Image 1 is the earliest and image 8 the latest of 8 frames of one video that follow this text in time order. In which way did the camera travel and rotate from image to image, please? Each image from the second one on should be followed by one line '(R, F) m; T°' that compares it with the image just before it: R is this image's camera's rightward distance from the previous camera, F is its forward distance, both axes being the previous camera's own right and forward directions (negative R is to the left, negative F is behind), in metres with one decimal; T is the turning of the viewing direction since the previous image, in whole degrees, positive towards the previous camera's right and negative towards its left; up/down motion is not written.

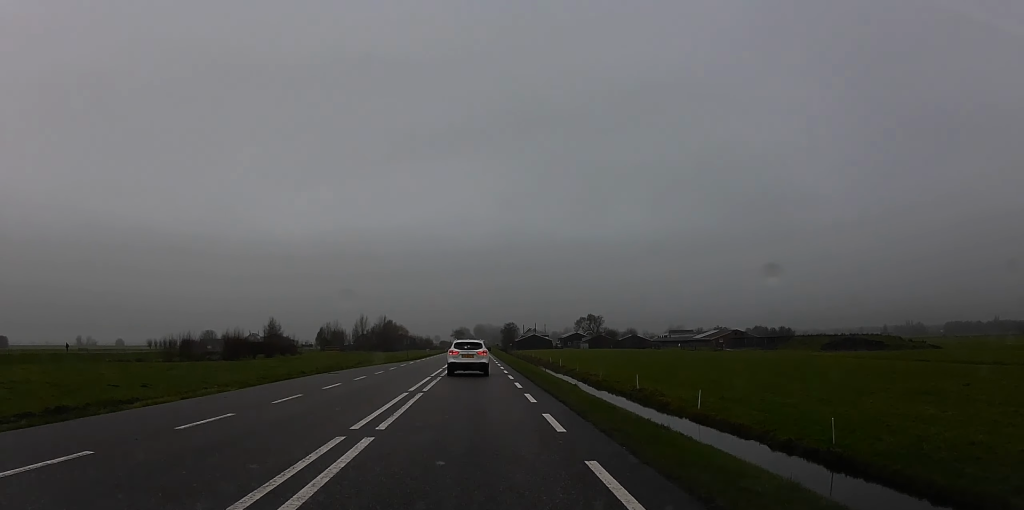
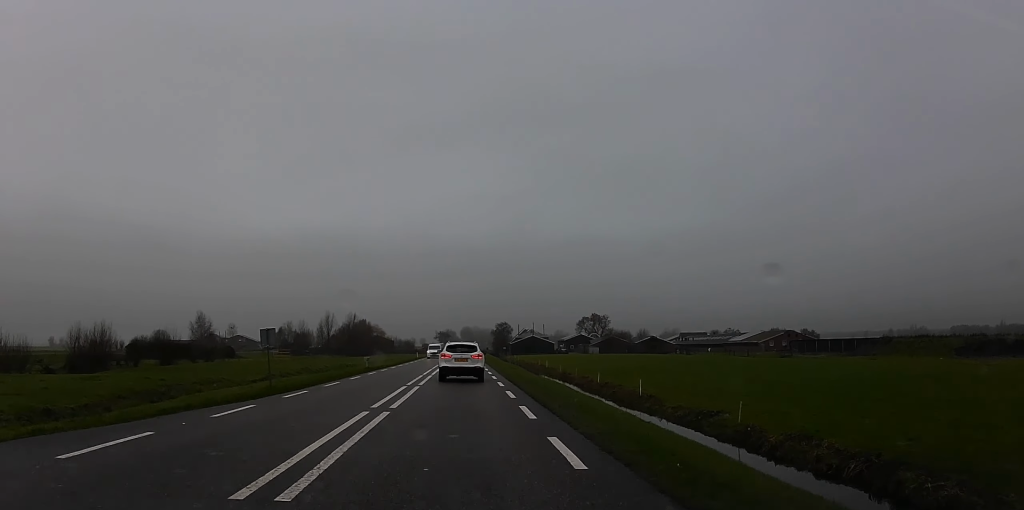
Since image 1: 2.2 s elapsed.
(+2.1, +45.4) m; +3°
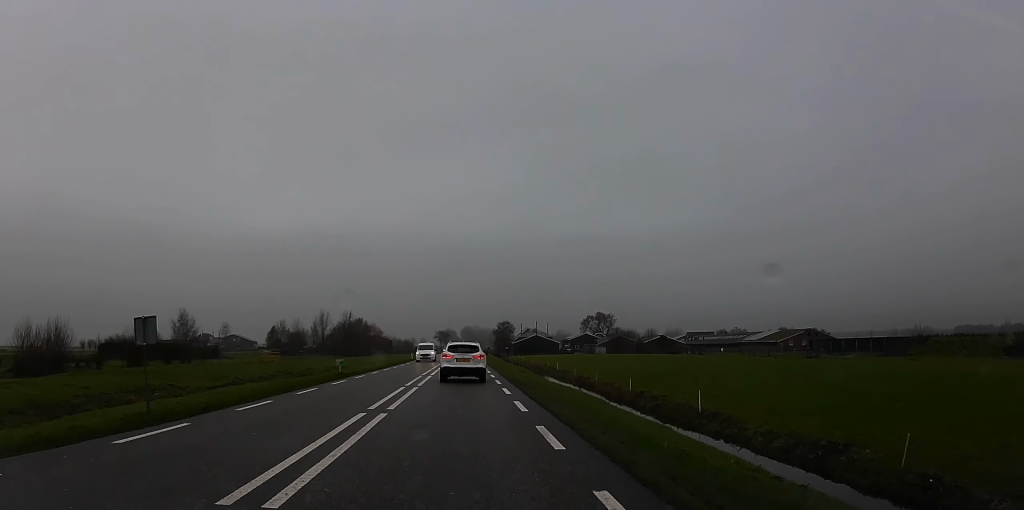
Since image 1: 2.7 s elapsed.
(+0.1, +9.9) m; -1°
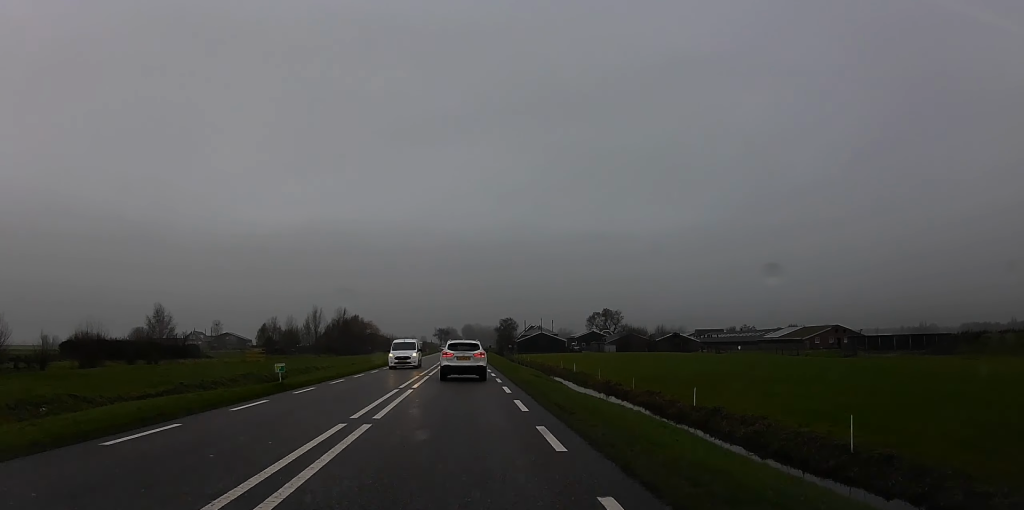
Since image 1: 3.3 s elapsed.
(-0.5, +12.4) m; -1°
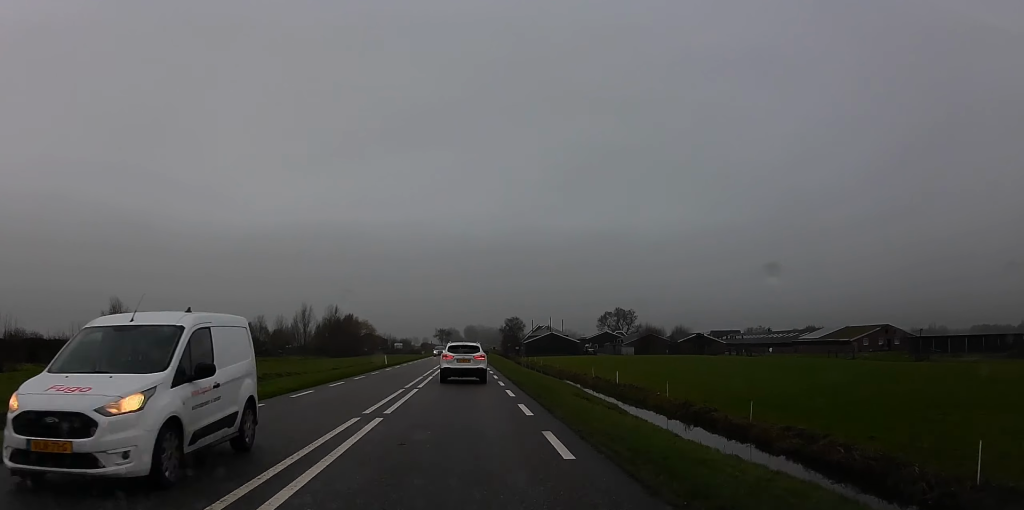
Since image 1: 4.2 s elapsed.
(+0.1, +19.0) m; -1°
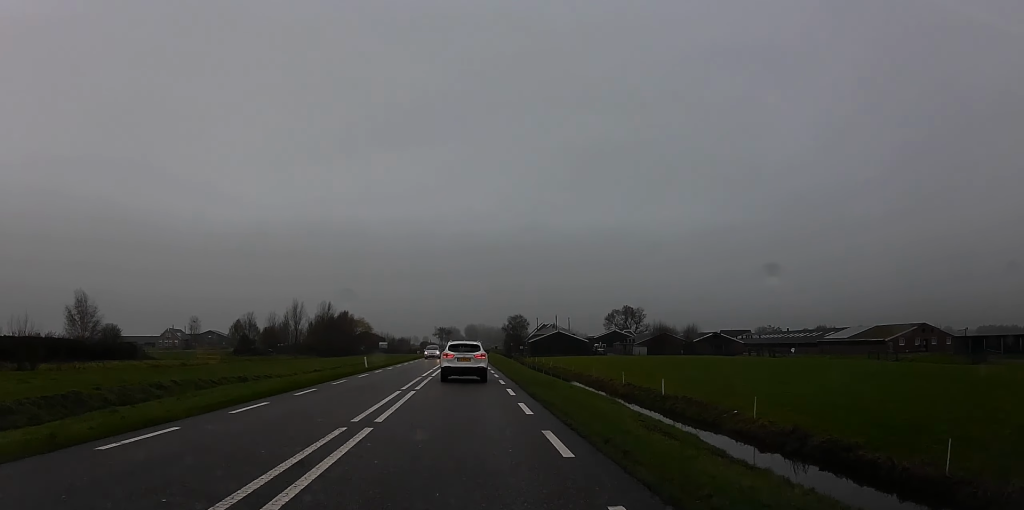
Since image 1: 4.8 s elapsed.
(0.0, +11.5) m; 0°
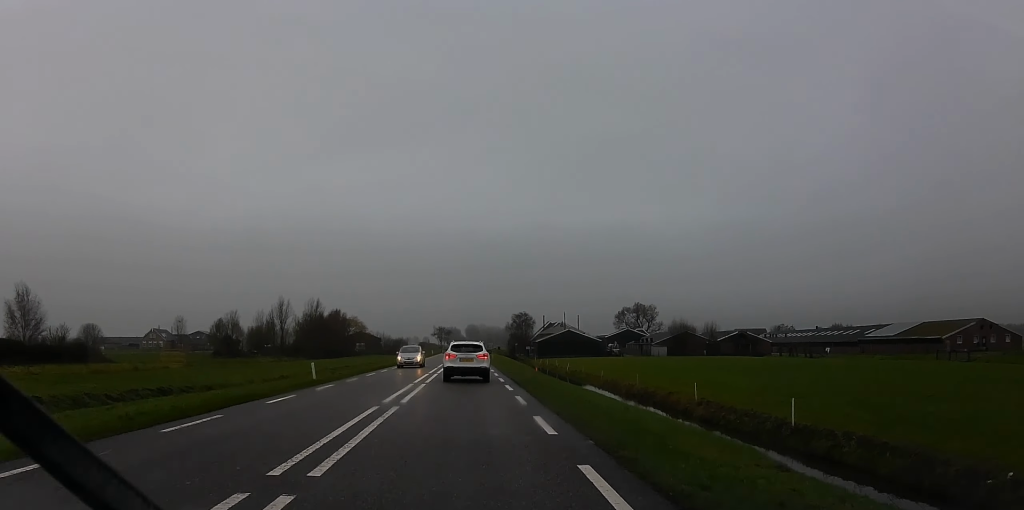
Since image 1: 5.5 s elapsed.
(-0.5, +15.6) m; 0°
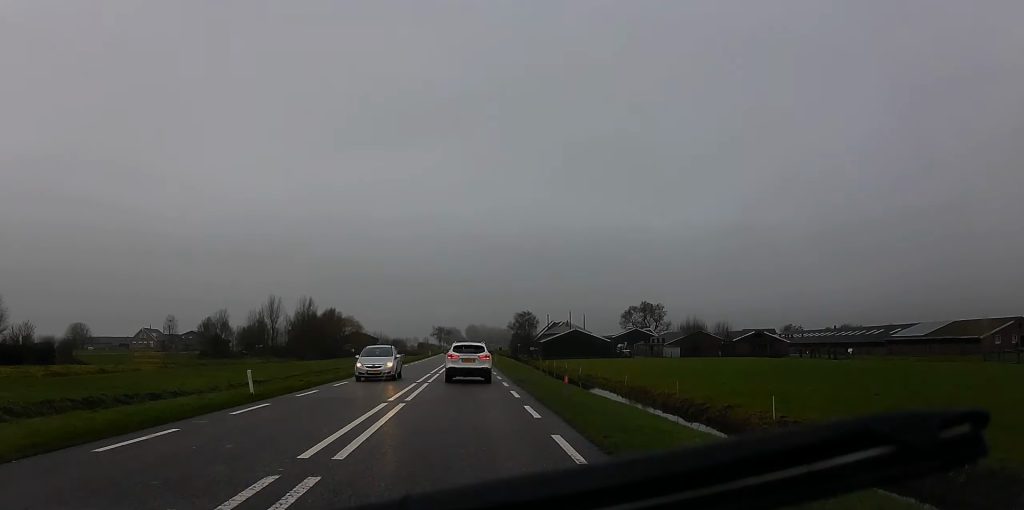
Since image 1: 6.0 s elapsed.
(+0.3, +8.9) m; +1°
